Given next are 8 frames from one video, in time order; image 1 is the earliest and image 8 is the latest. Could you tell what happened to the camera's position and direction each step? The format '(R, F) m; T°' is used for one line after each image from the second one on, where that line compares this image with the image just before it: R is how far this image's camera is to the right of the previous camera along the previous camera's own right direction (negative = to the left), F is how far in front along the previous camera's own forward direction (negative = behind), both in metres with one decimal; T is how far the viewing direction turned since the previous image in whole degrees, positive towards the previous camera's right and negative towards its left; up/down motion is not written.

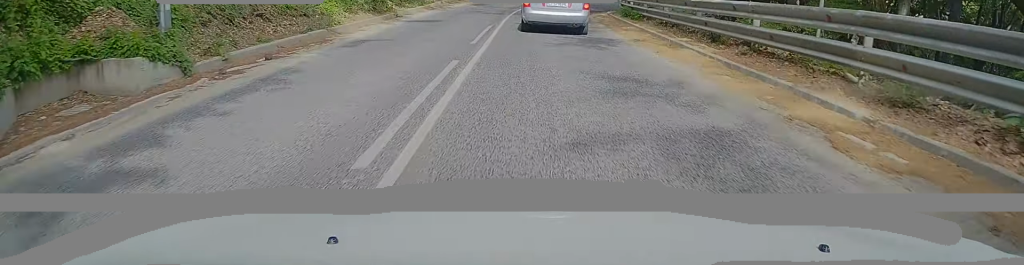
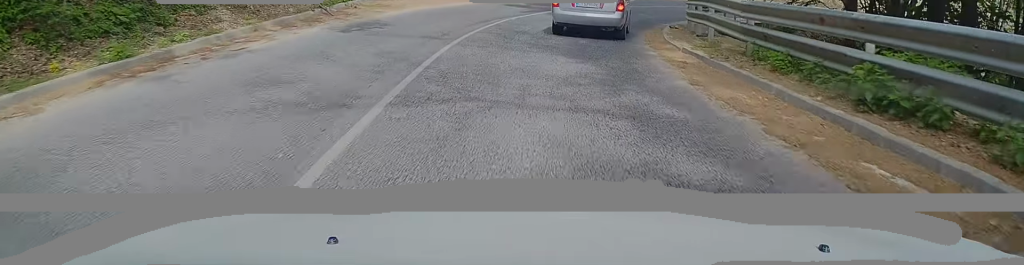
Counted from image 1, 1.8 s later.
(+0.6, +20.5) m; +4°
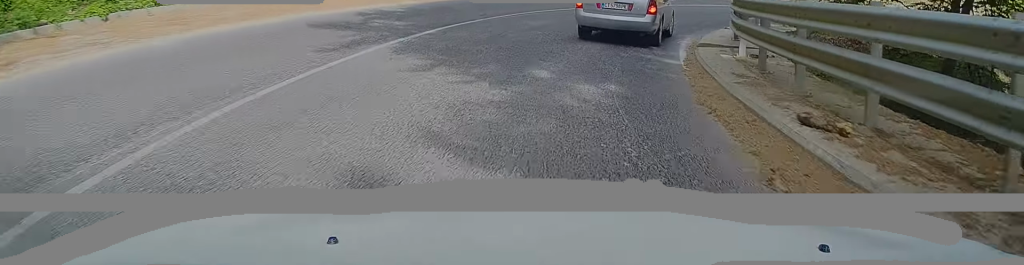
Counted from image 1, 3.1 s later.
(+0.4, +15.0) m; +9°
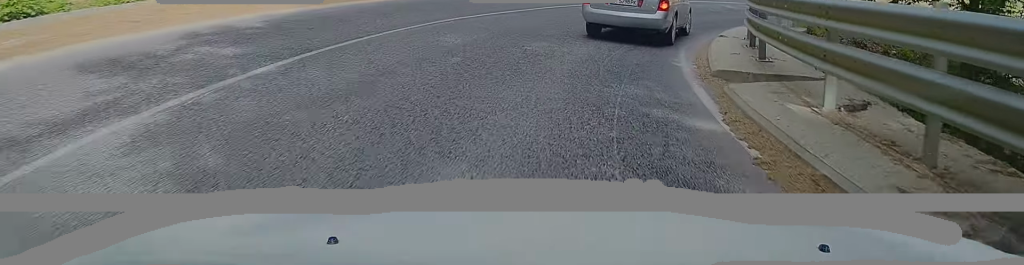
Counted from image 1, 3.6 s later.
(+0.6, +5.5) m; +8°
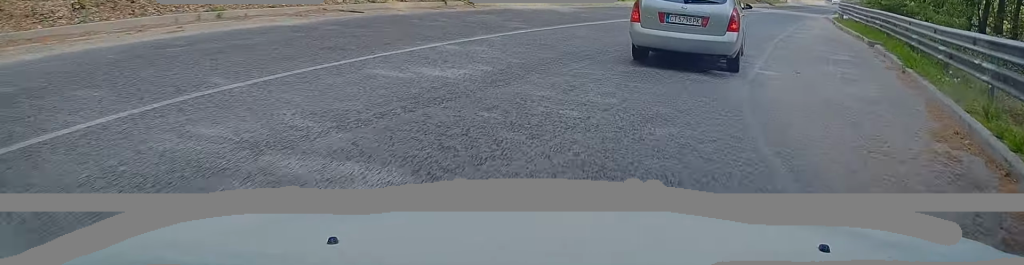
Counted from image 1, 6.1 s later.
(+9.6, +23.8) m; +47°
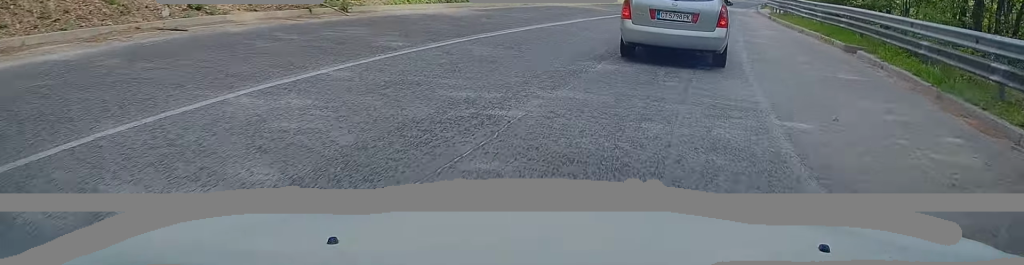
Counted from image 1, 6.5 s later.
(+0.7, +4.7) m; +6°
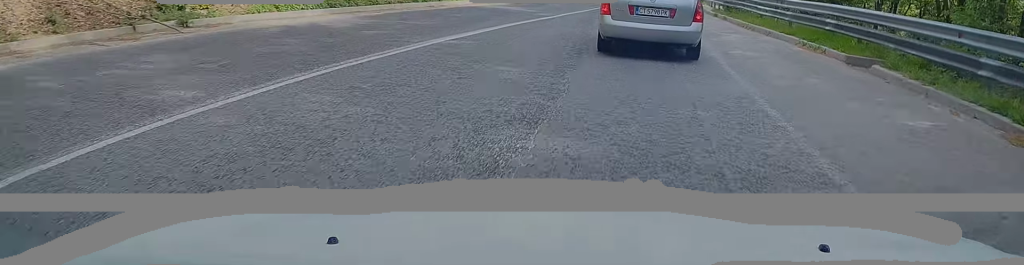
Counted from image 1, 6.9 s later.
(+0.2, +4.7) m; +6°
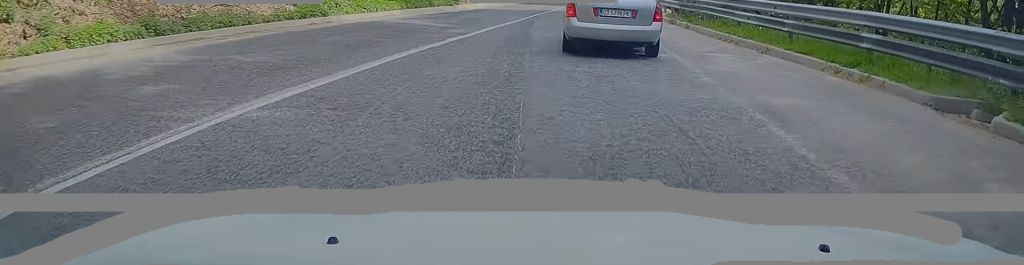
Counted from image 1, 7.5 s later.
(+0.4, +5.8) m; +5°
